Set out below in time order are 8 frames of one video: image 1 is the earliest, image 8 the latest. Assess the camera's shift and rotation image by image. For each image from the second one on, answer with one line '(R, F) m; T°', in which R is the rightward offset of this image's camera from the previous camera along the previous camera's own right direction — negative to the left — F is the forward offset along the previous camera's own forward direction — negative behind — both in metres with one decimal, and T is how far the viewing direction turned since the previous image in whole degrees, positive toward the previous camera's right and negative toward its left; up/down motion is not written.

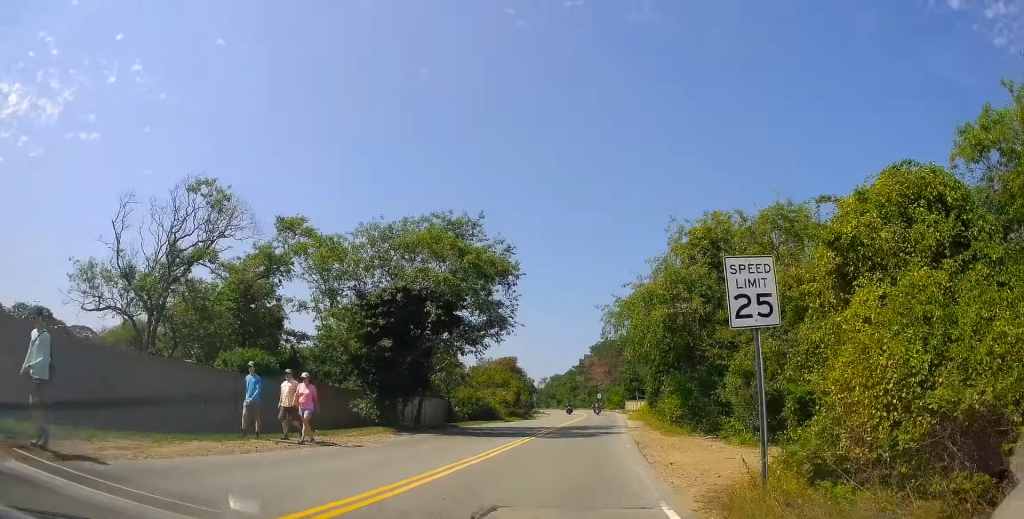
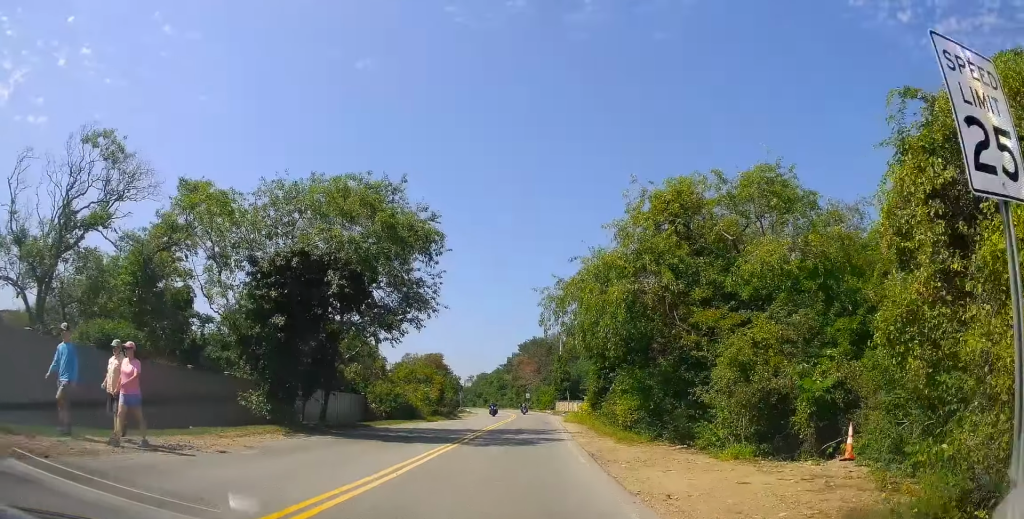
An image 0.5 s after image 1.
(+0.5, +3.8) m; +8°
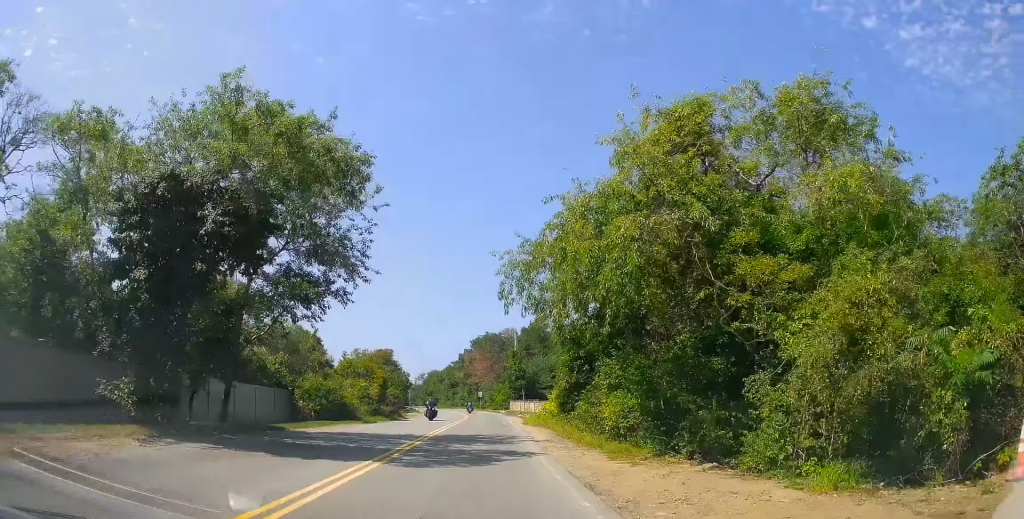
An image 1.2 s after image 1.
(0.0, +4.6) m; 0°
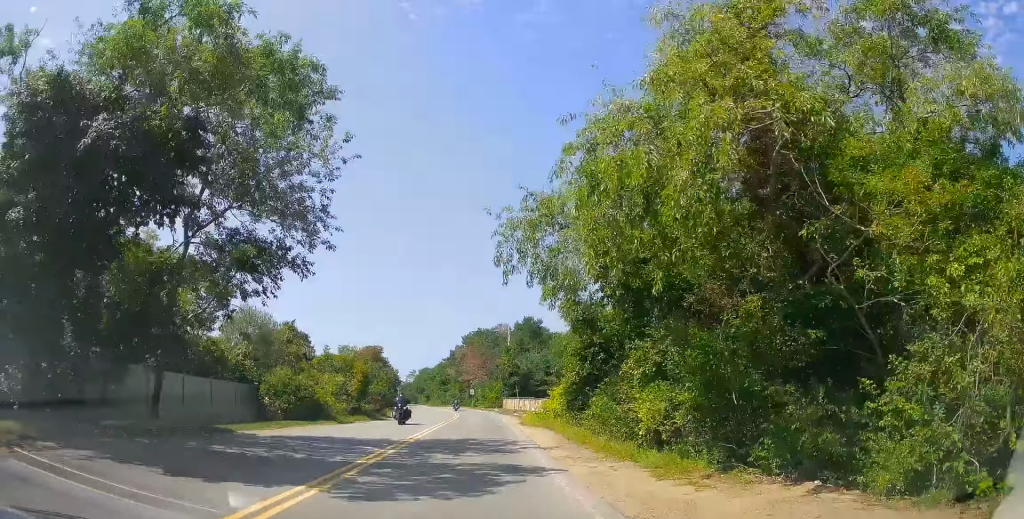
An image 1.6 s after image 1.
(0.0, +3.3) m; +1°
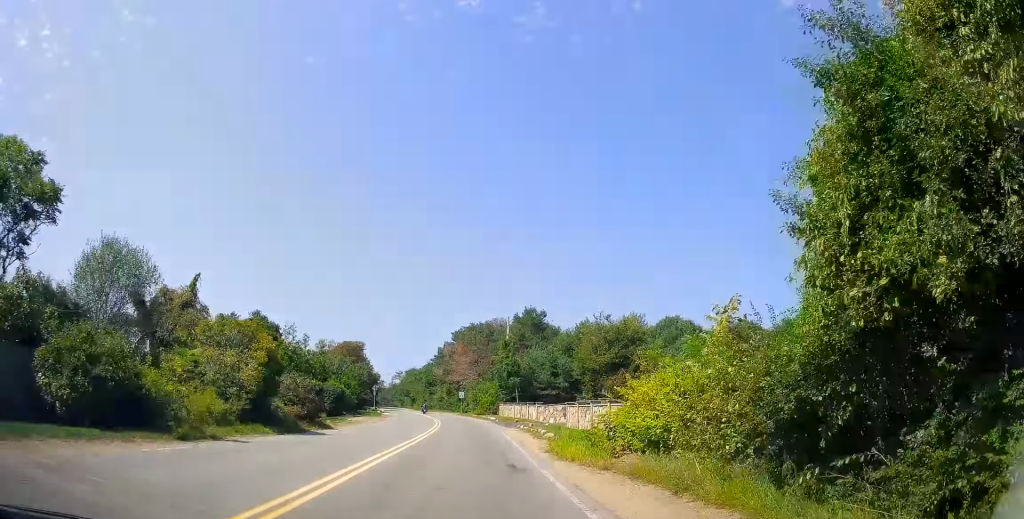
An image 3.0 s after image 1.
(+0.5, +12.1) m; +6°
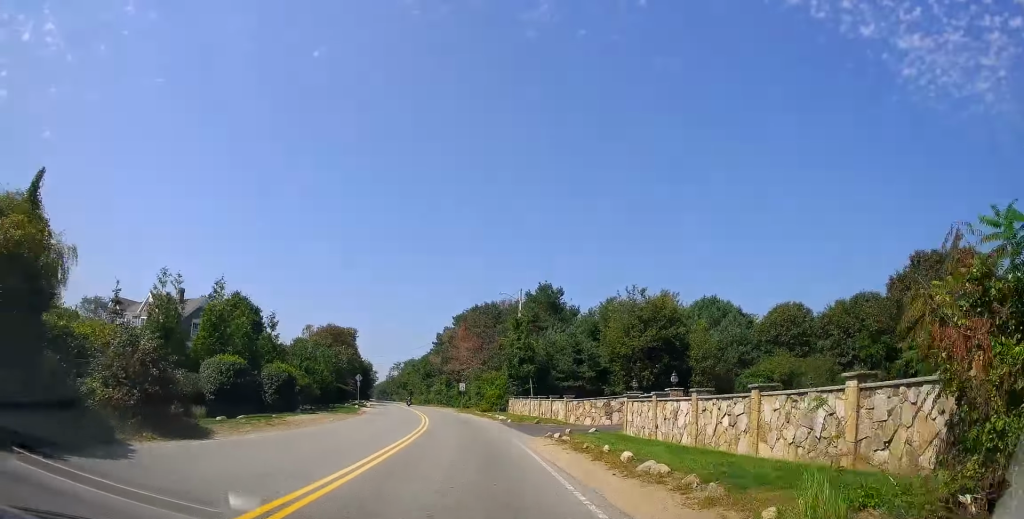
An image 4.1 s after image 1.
(+0.5, +10.9) m; +3°
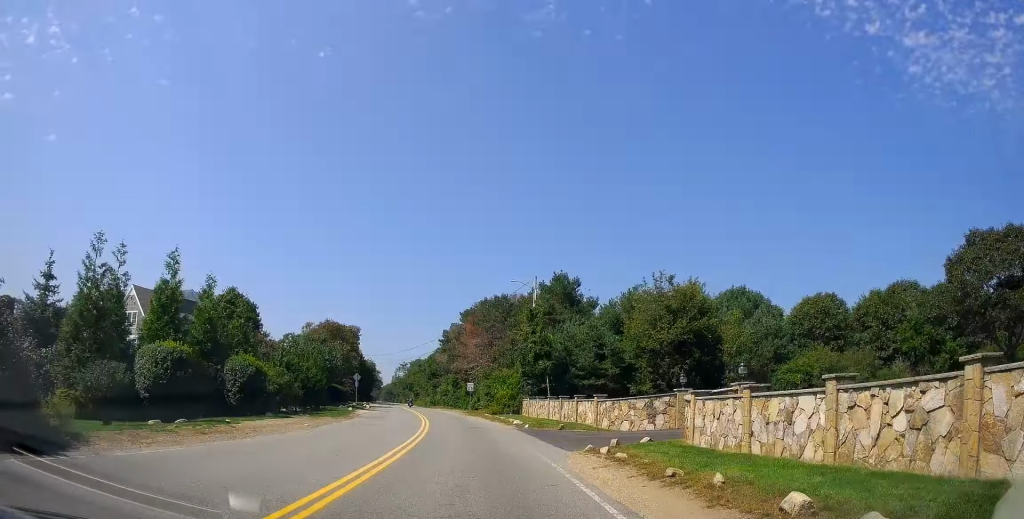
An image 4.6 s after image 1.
(+0.1, +5.0) m; 0°
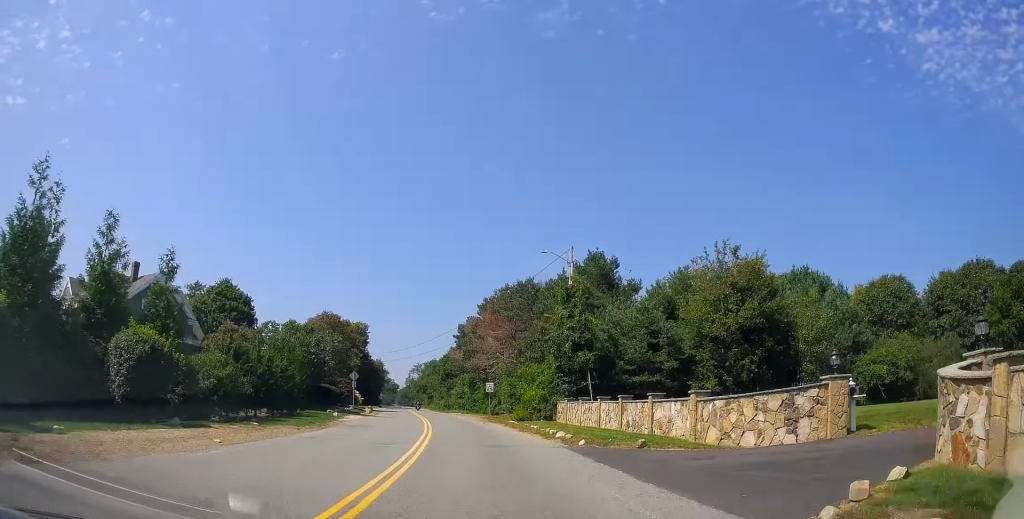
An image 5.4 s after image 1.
(-0.1, +8.7) m; -3°
